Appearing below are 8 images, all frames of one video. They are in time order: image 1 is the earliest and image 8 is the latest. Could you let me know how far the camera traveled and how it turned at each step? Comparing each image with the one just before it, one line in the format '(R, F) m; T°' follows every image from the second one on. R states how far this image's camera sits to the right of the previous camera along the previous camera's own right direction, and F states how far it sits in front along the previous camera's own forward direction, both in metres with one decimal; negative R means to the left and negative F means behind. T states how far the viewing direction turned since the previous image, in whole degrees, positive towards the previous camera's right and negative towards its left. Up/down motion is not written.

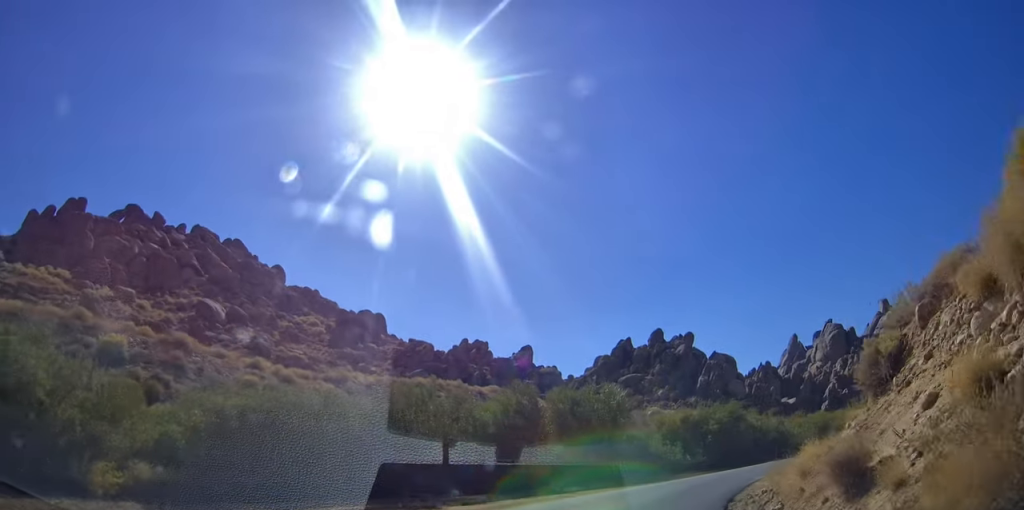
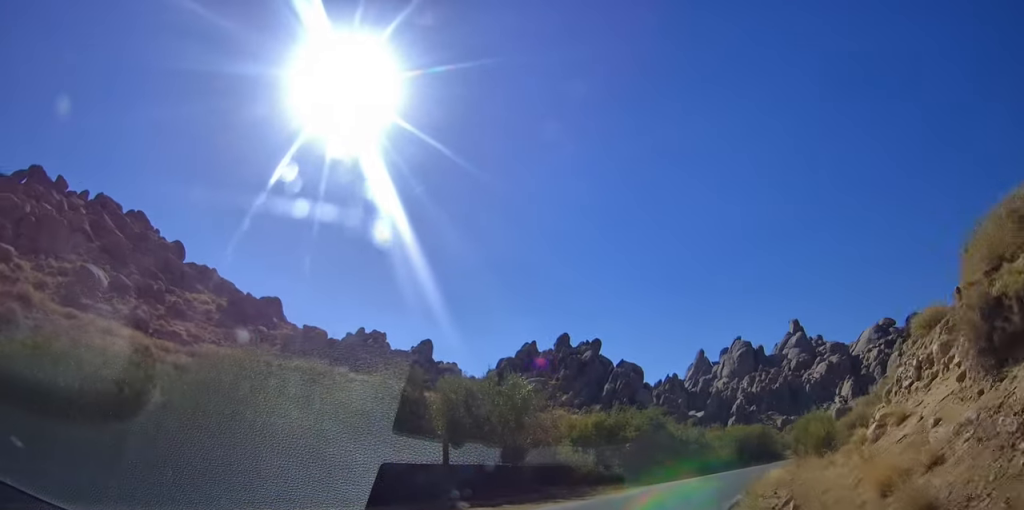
(+0.5, +5.3) m; +13°
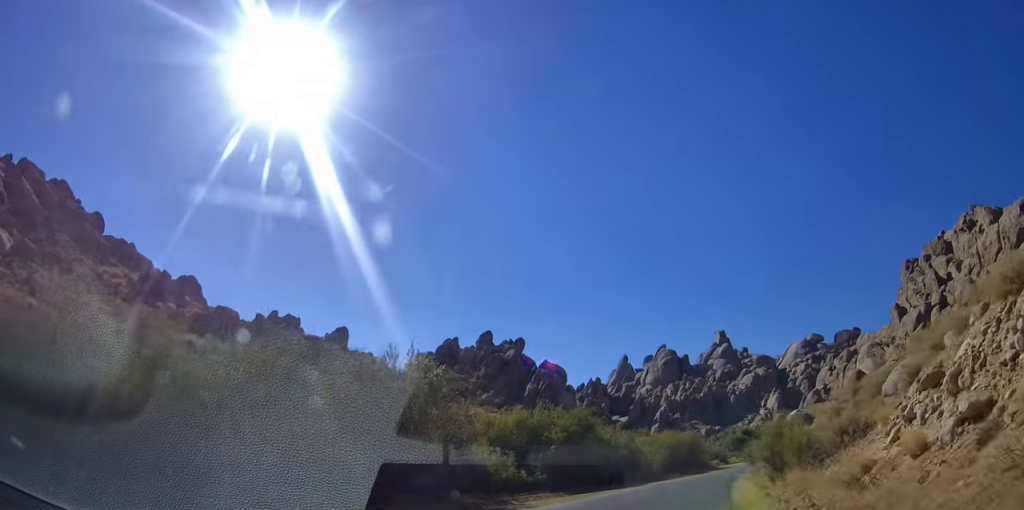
(+0.2, +4.6) m; +12°
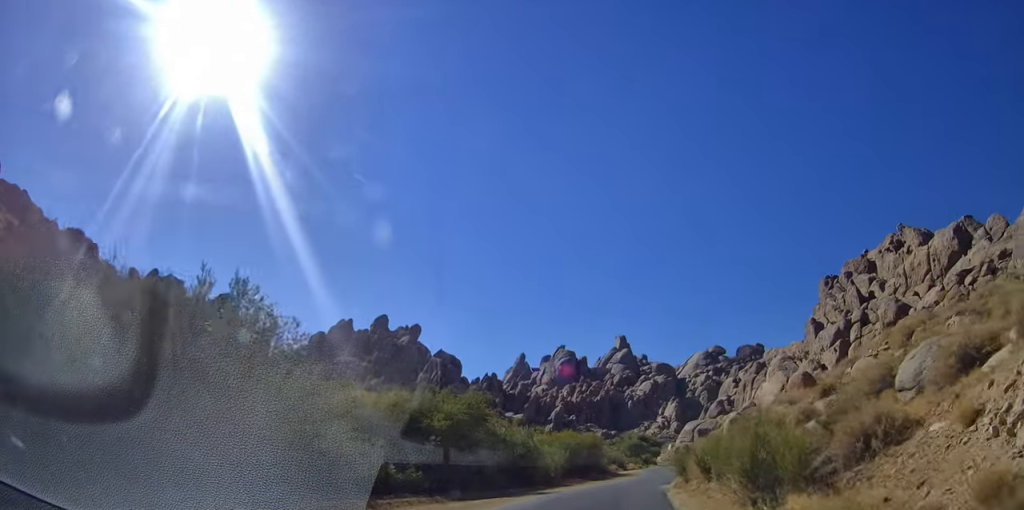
(+1.1, +6.4) m; +12°
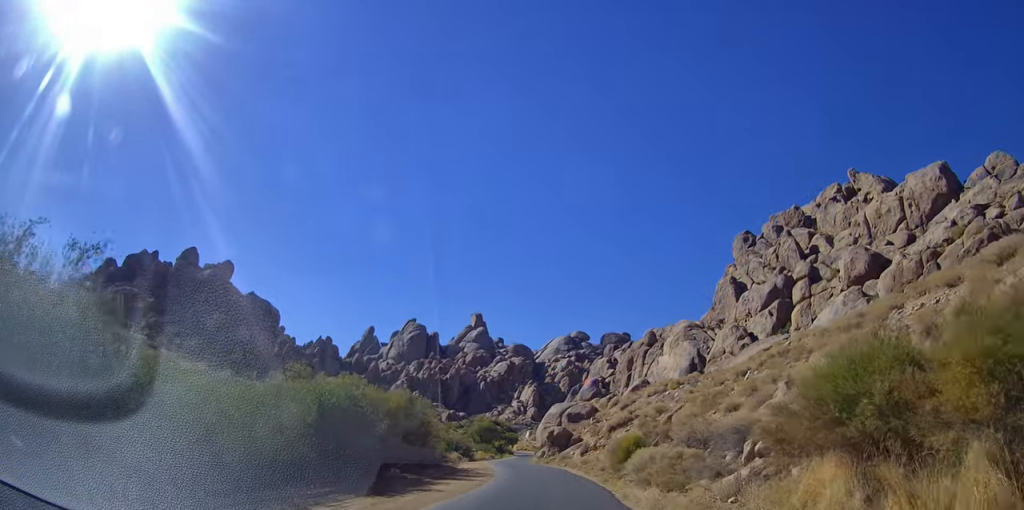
(+6.7, +30.8) m; +18°
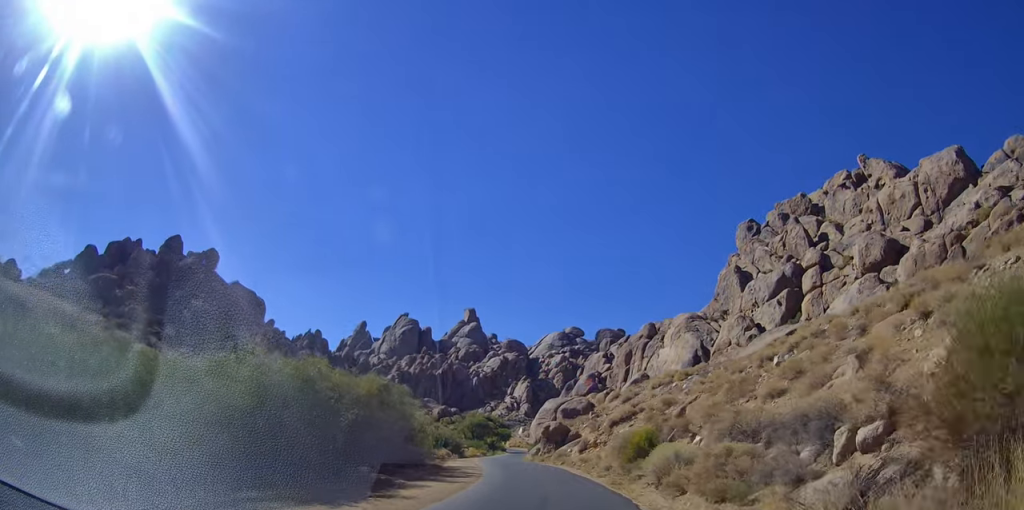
(+0.2, +4.7) m; +1°
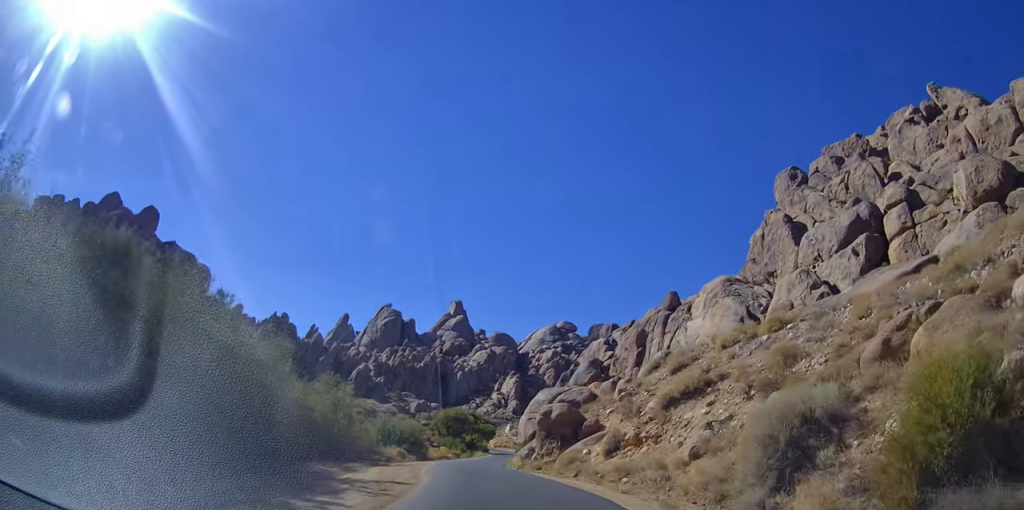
(-0.5, +22.2) m; 0°
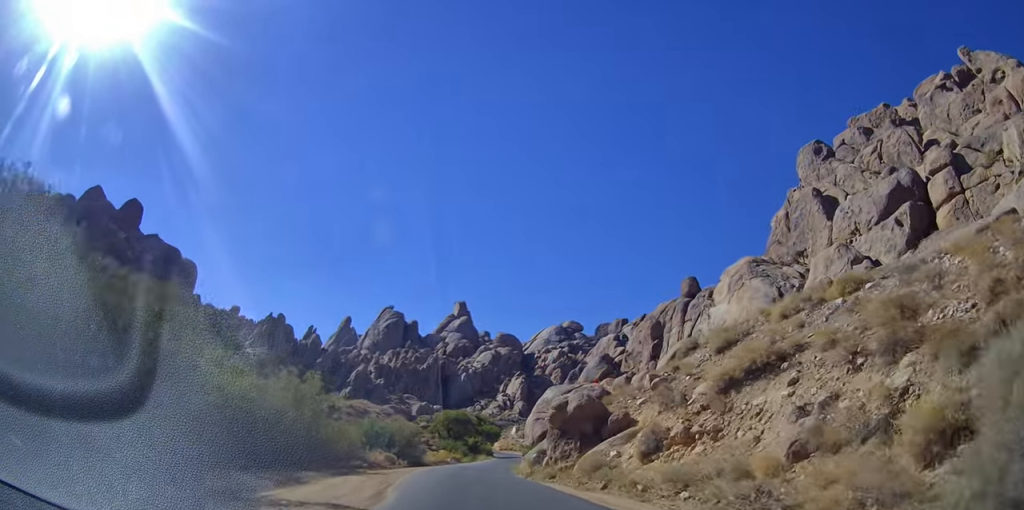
(0.0, +7.6) m; 0°
